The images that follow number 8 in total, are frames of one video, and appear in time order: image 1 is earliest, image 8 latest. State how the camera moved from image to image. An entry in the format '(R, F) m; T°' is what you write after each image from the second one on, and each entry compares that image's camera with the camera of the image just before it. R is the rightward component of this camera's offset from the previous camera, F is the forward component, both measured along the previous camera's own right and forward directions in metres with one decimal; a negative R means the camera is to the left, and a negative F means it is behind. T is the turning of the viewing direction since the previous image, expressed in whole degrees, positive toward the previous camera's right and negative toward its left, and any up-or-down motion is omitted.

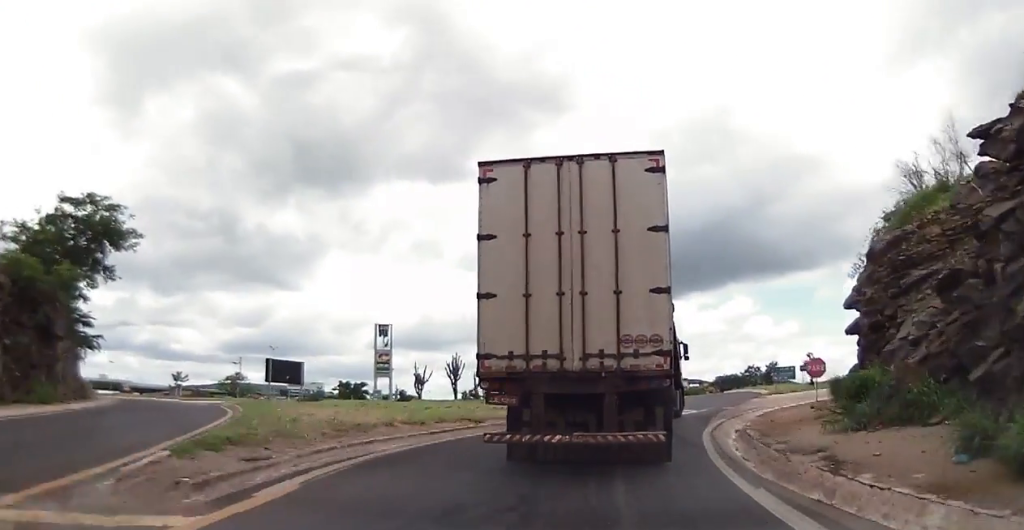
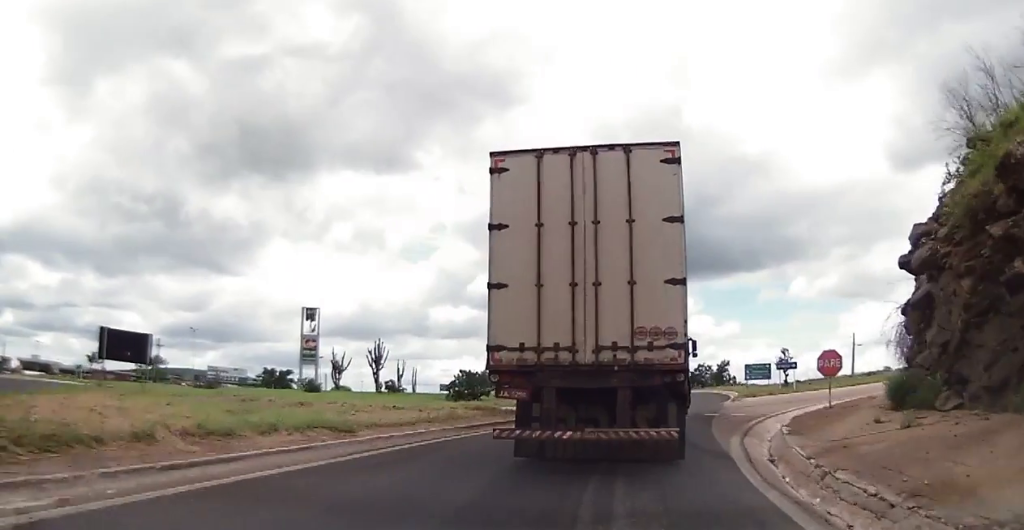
(+0.7, +9.1) m; +7°
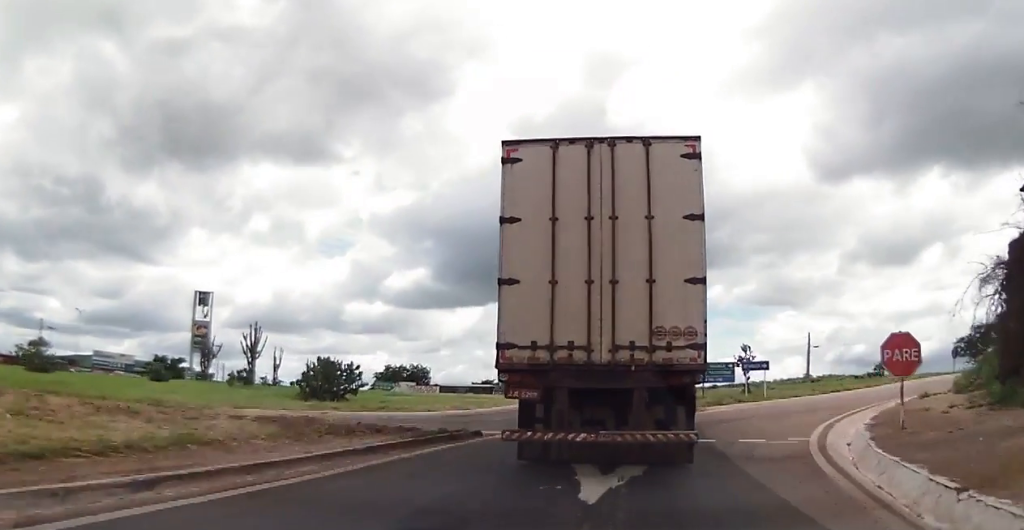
(+0.6, +11.8) m; +6°
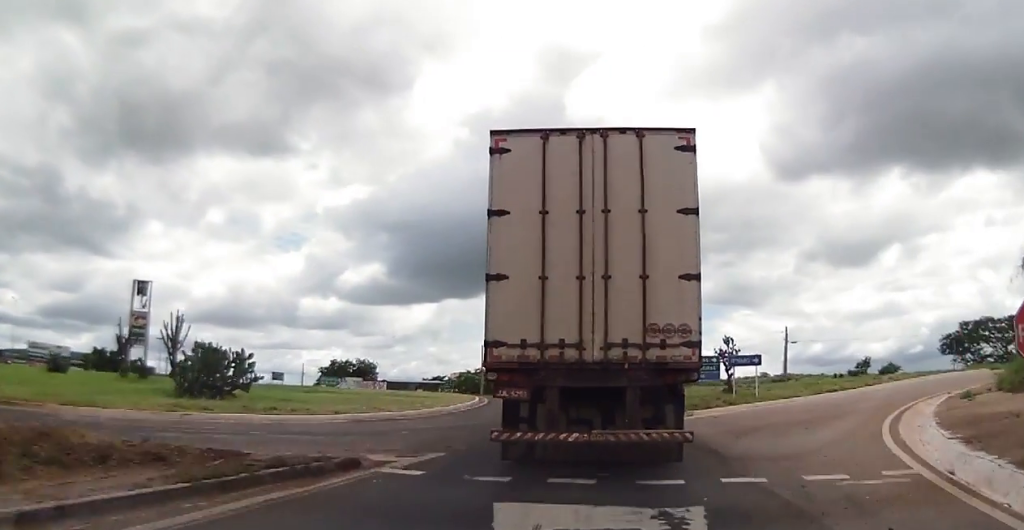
(+0.4, +6.8) m; +4°
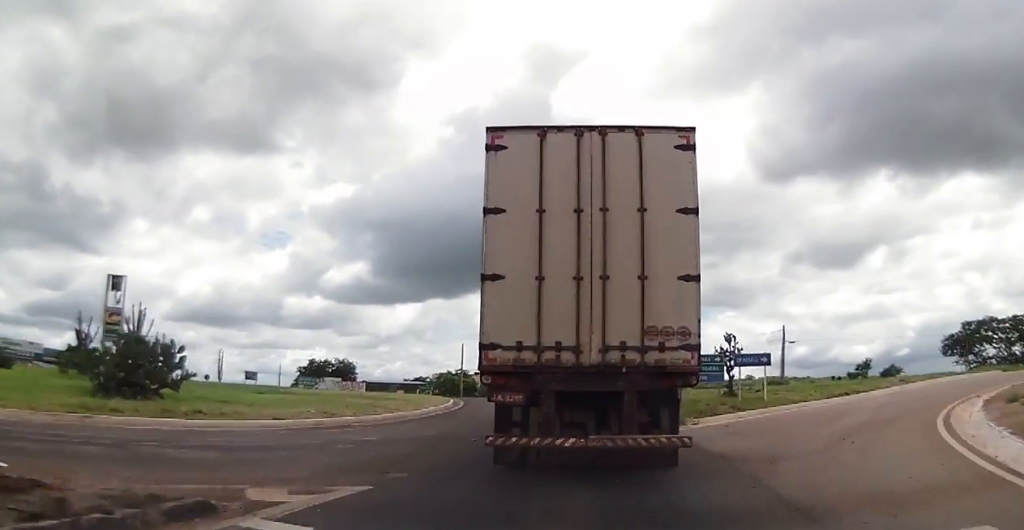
(+0.1, +3.8) m; +1°
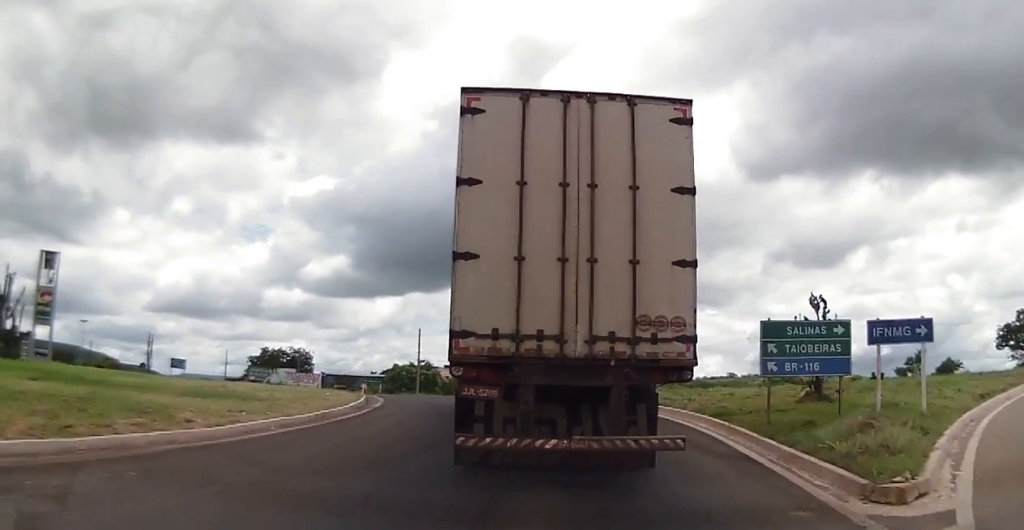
(0.0, +14.7) m; +4°
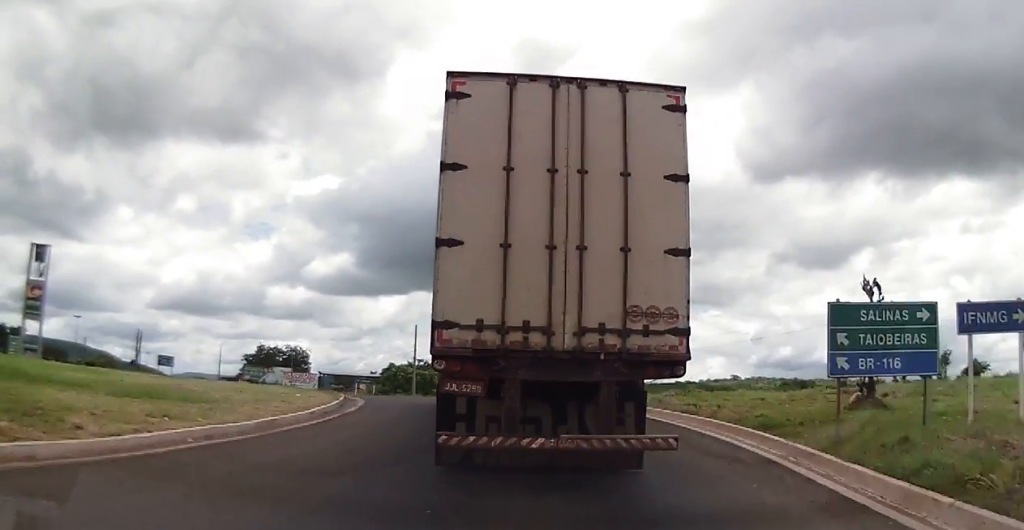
(+0.2, +3.6) m; +1°
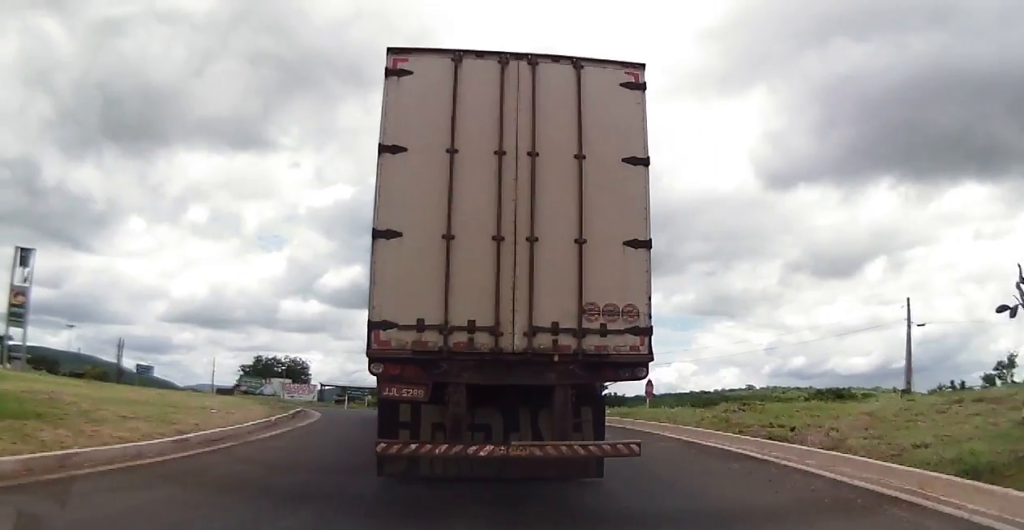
(+0.5, +7.3) m; 0°
